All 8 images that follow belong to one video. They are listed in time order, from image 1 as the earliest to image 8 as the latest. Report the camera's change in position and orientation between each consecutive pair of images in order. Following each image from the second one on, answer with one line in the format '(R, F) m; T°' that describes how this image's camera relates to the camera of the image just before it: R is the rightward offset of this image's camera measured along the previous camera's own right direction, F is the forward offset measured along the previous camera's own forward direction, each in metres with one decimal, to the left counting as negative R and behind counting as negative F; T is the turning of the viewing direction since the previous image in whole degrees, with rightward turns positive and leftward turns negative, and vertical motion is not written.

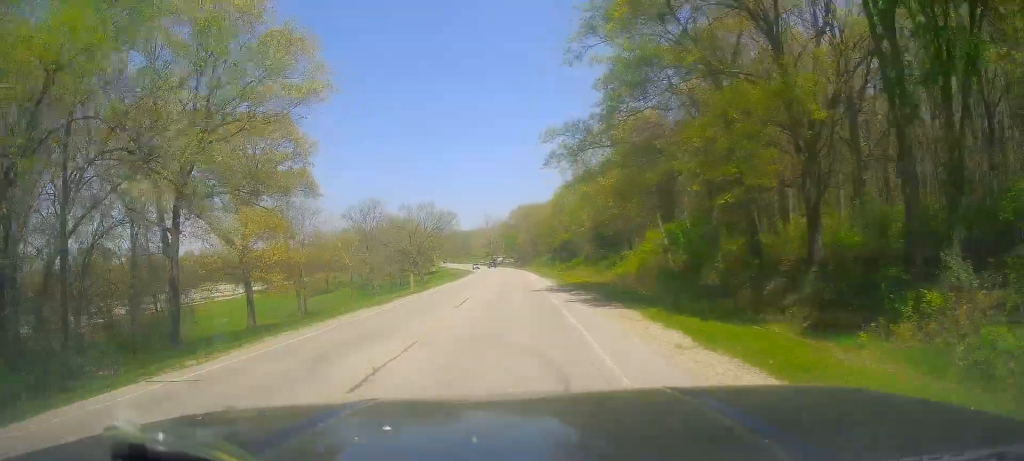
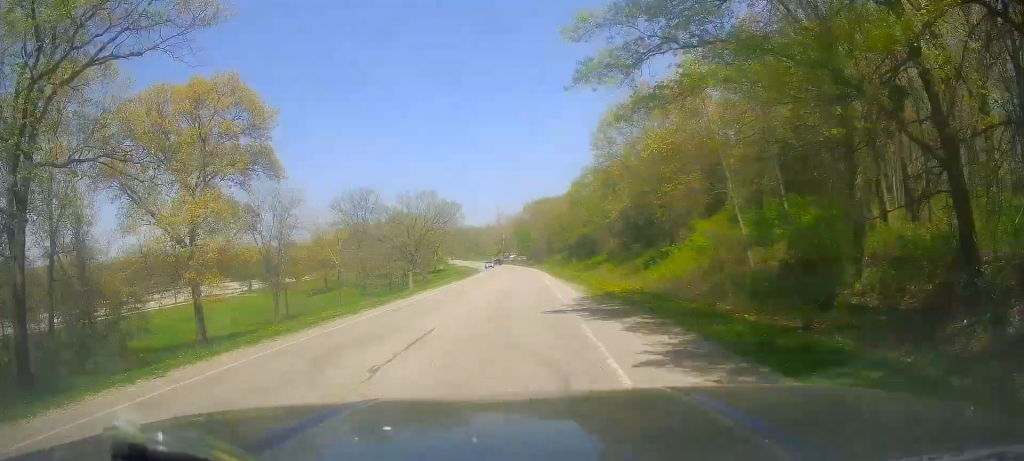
(+0.3, +12.6) m; 0°
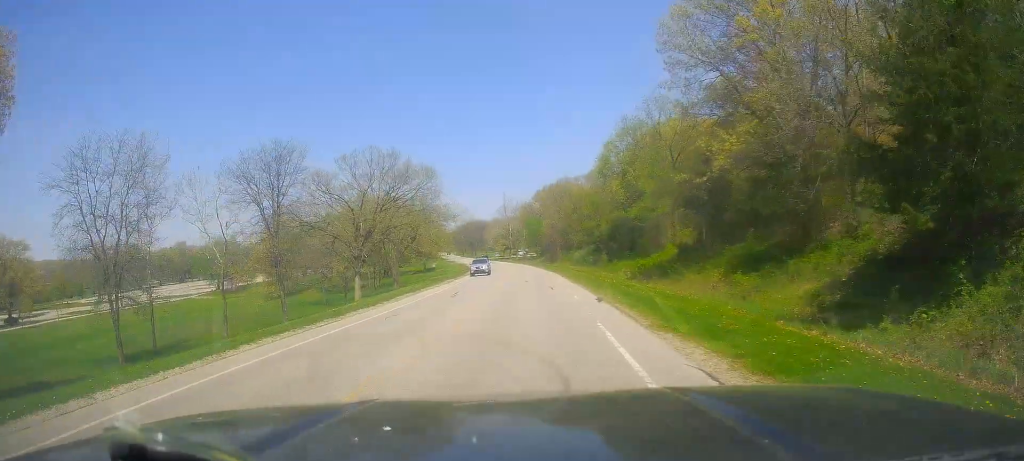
(-1.3, +34.3) m; -5°
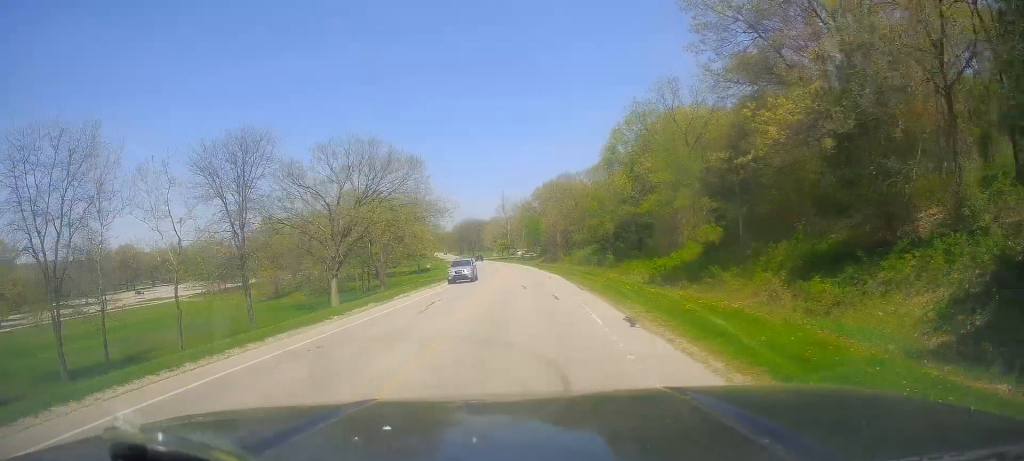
(-0.3, +7.1) m; -1°
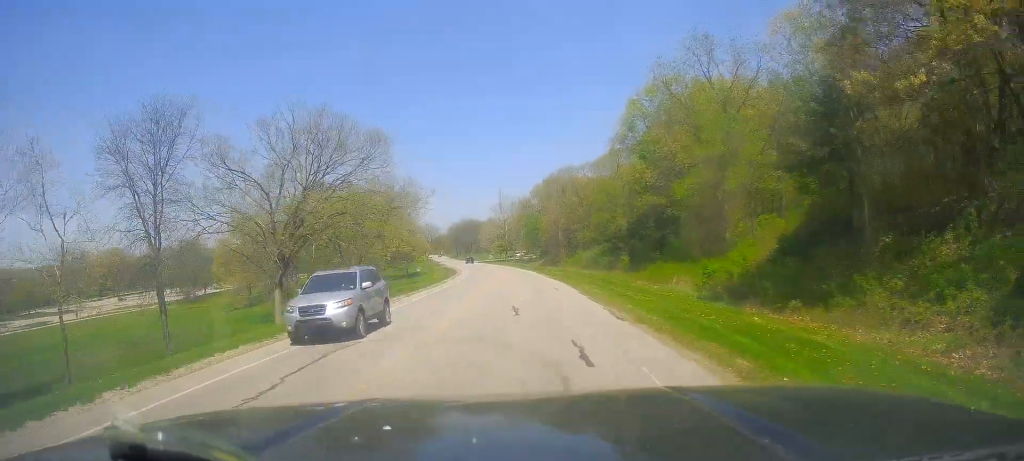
(-0.1, +12.8) m; +1°
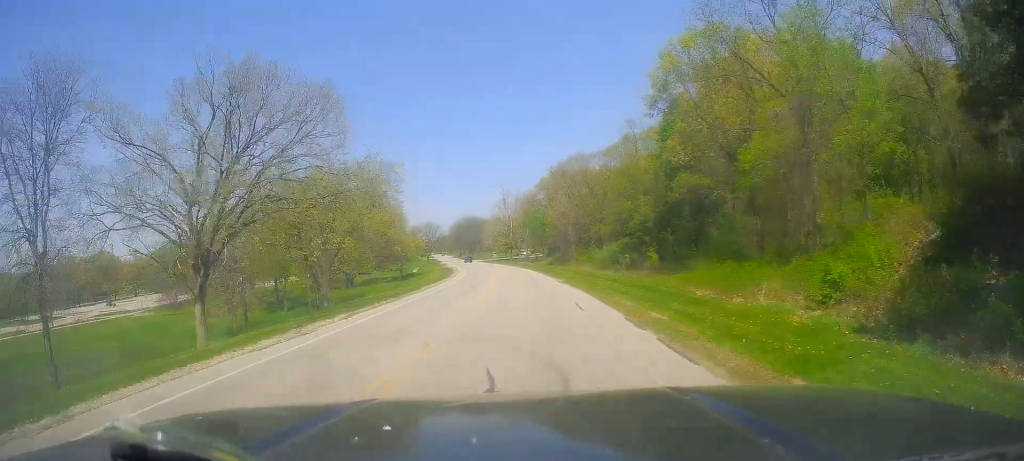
(+0.2, +12.1) m; +1°
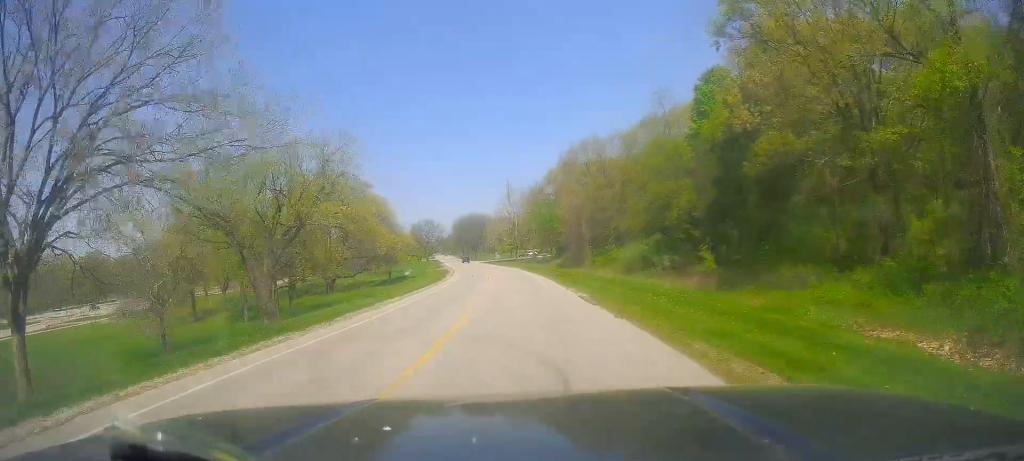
(+0.1, +14.8) m; 0°
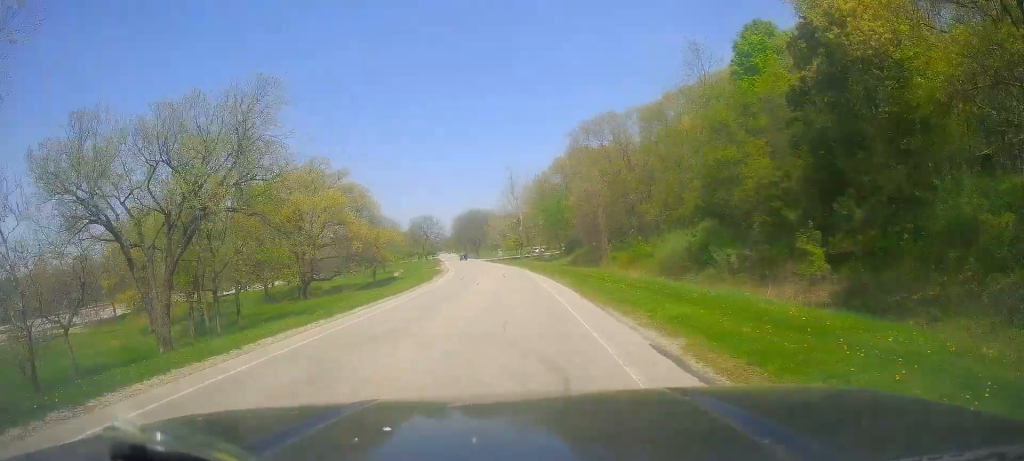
(-0.2, +14.6) m; -1°
